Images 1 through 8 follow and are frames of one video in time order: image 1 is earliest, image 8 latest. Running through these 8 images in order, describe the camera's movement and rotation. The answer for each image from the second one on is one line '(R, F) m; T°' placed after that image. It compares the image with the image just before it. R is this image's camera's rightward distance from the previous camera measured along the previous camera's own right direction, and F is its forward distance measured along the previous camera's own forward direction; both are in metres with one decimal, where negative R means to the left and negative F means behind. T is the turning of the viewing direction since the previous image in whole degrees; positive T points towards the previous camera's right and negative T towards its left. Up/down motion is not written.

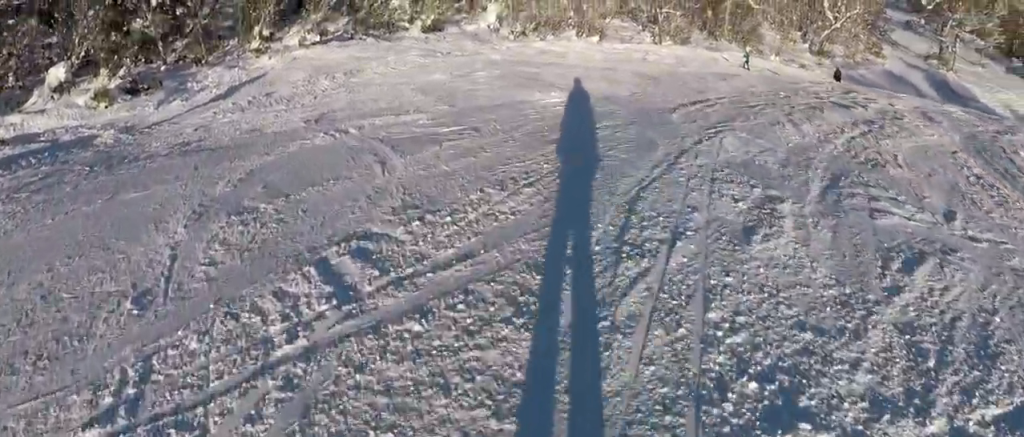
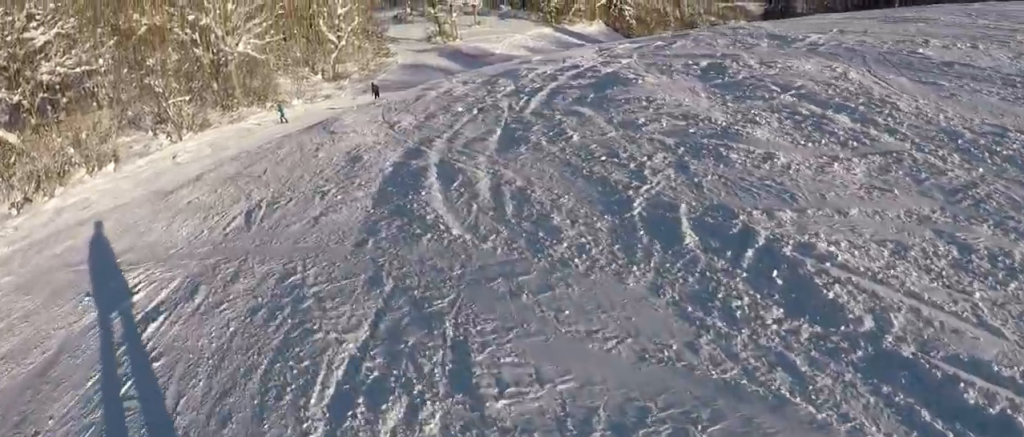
(+1.1, +5.7) m; +17°
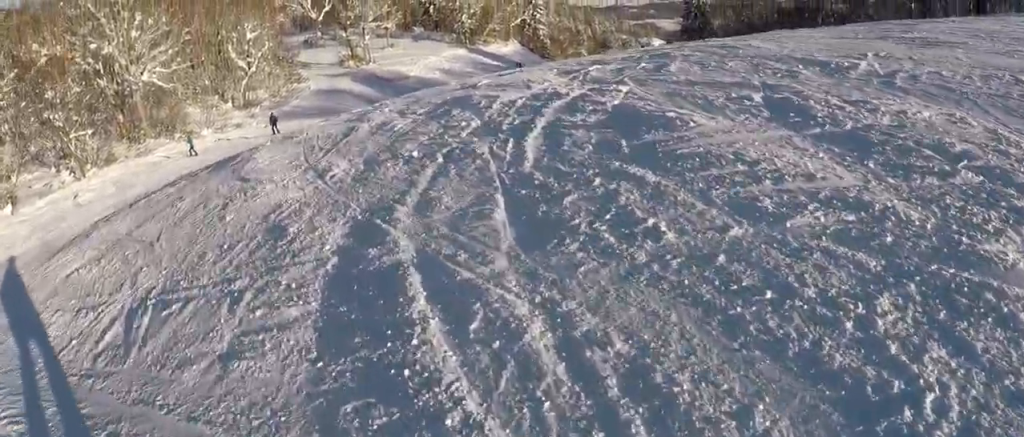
(+0.4, +2.2) m; +2°
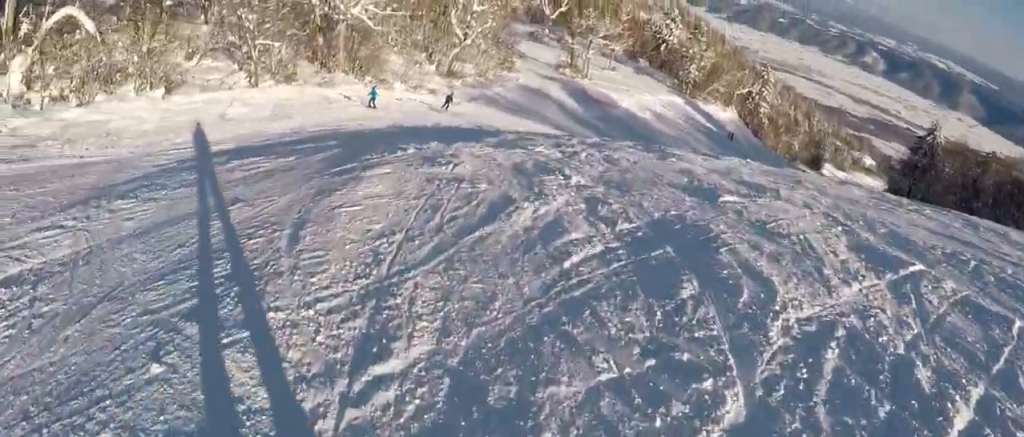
(-0.4, +4.4) m; -7°
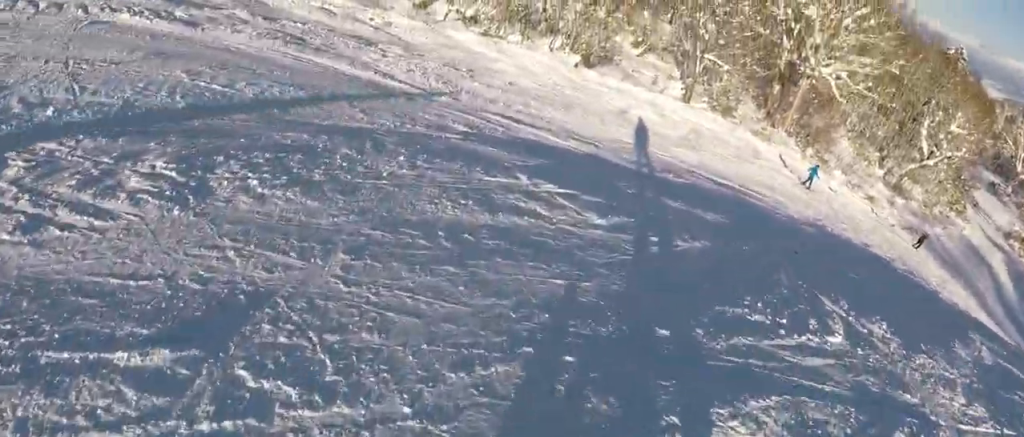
(-0.3, +5.6) m; -6°
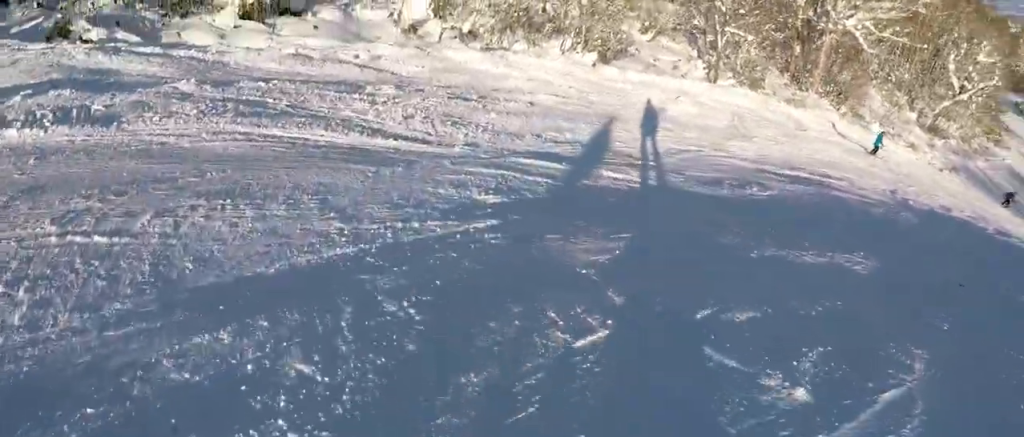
(-0.1, +3.4) m; -6°
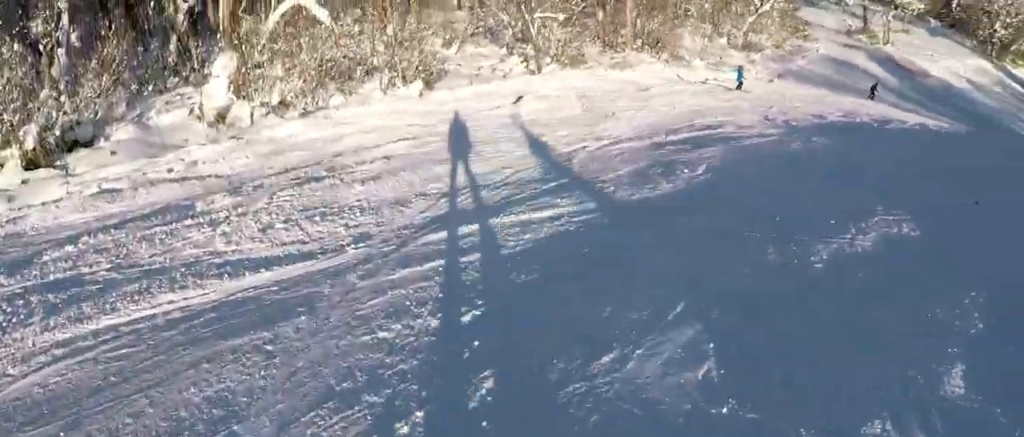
(-0.2, +2.7) m; +9°
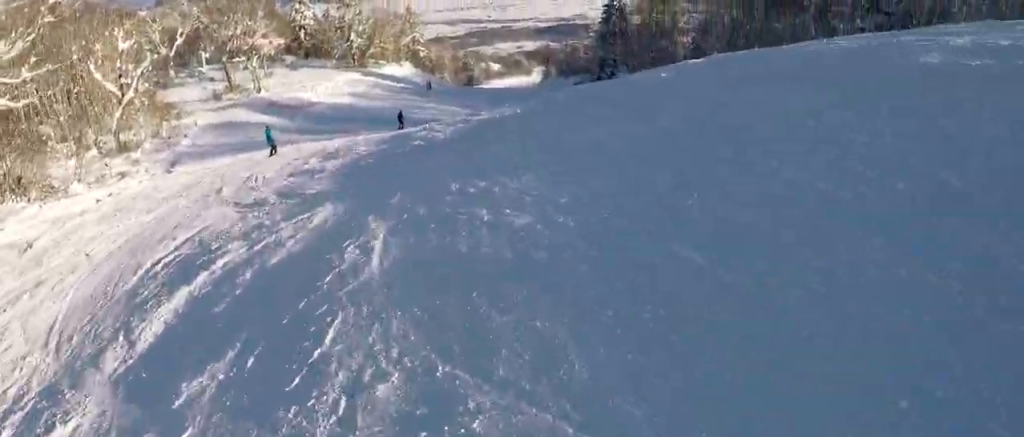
(+4.3, +7.4) m; +43°
